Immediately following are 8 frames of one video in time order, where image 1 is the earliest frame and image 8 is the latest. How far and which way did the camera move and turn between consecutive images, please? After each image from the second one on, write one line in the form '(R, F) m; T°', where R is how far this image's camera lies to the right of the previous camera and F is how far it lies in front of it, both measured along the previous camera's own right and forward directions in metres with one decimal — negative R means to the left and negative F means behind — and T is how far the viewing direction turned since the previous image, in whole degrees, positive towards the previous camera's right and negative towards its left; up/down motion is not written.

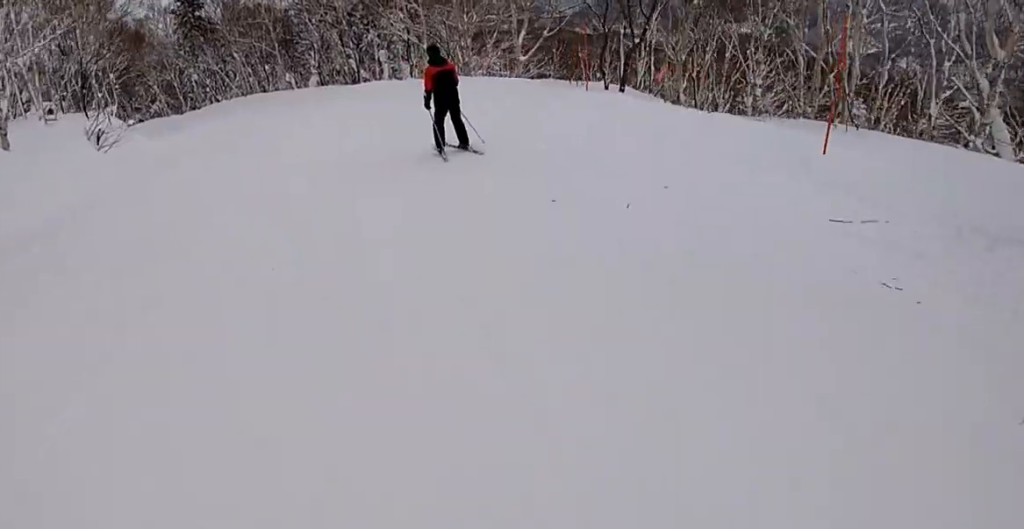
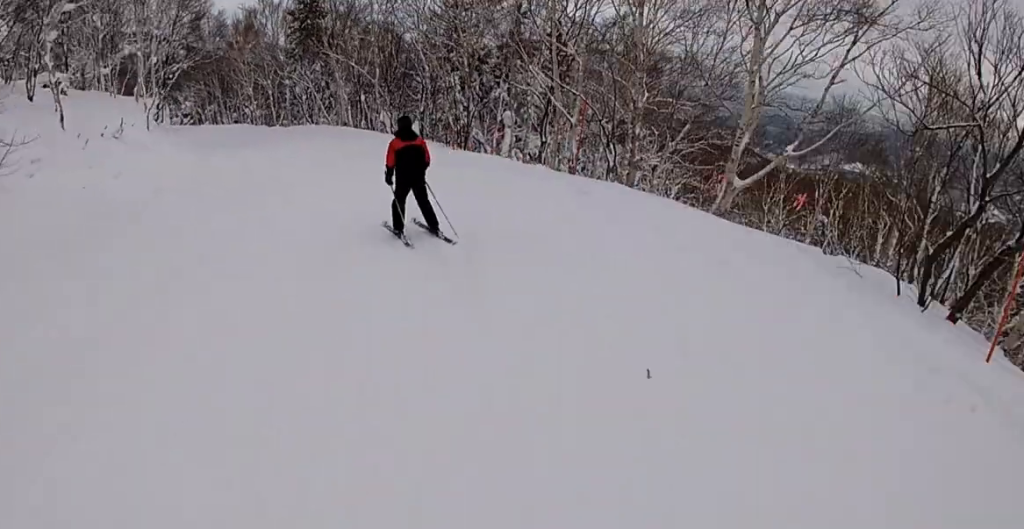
(+0.3, +9.5) m; +2°
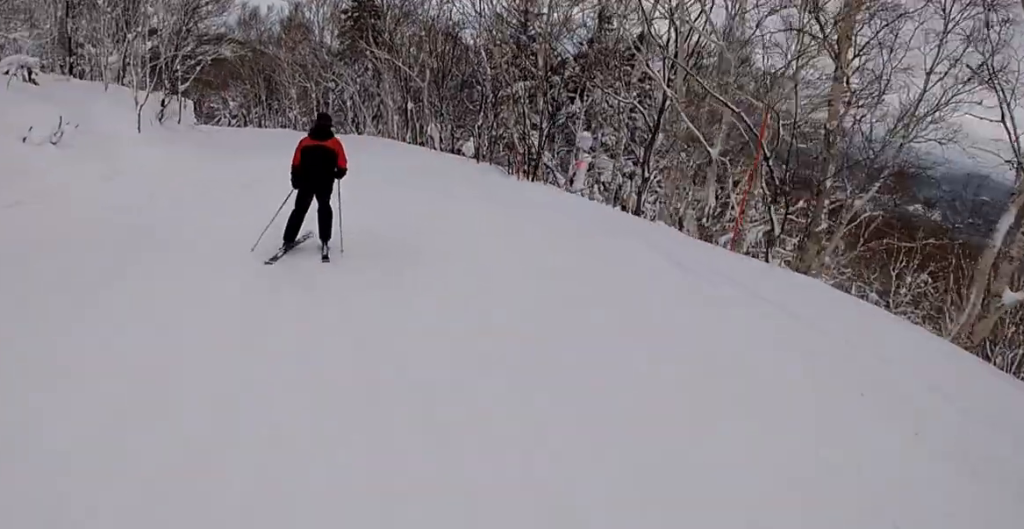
(-0.2, +5.6) m; -4°
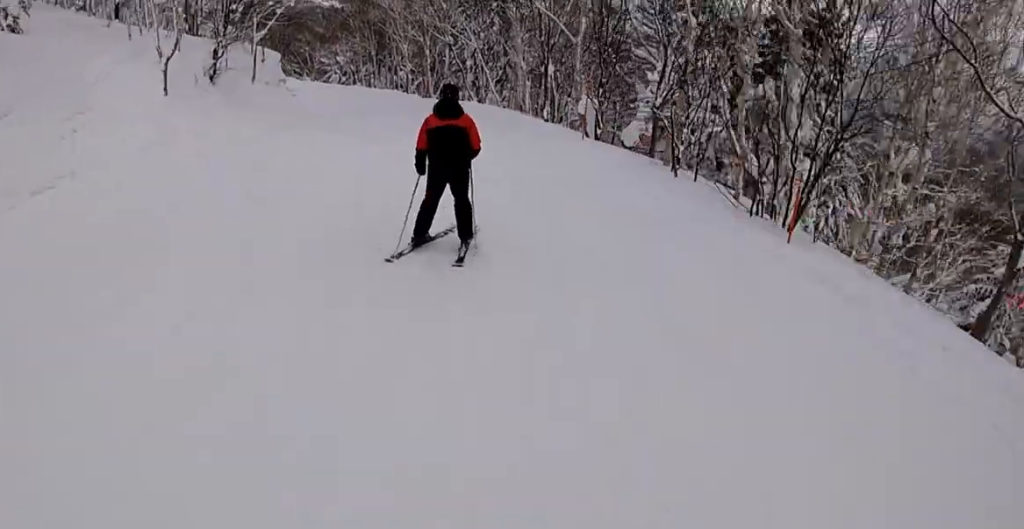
(-0.7, +7.2) m; -12°
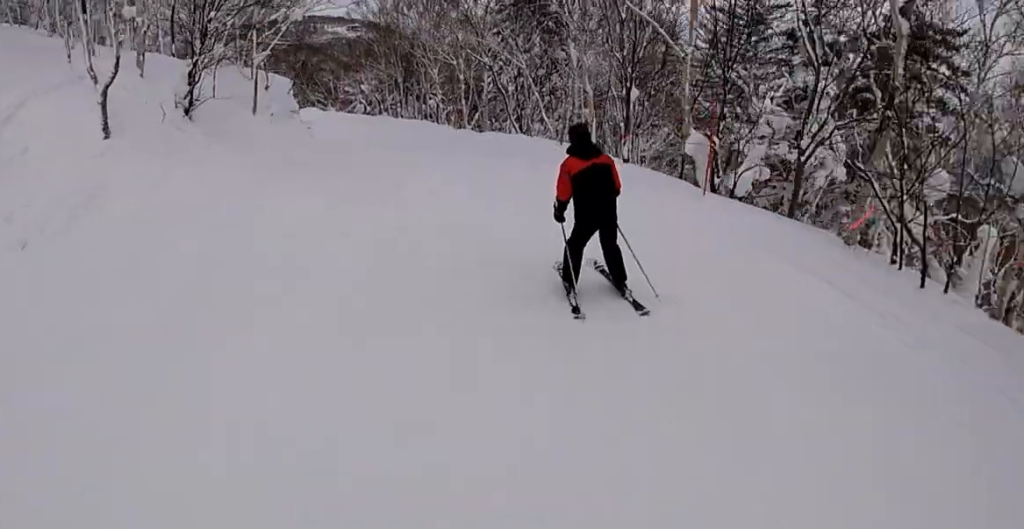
(+0.2, +4.9) m; -11°
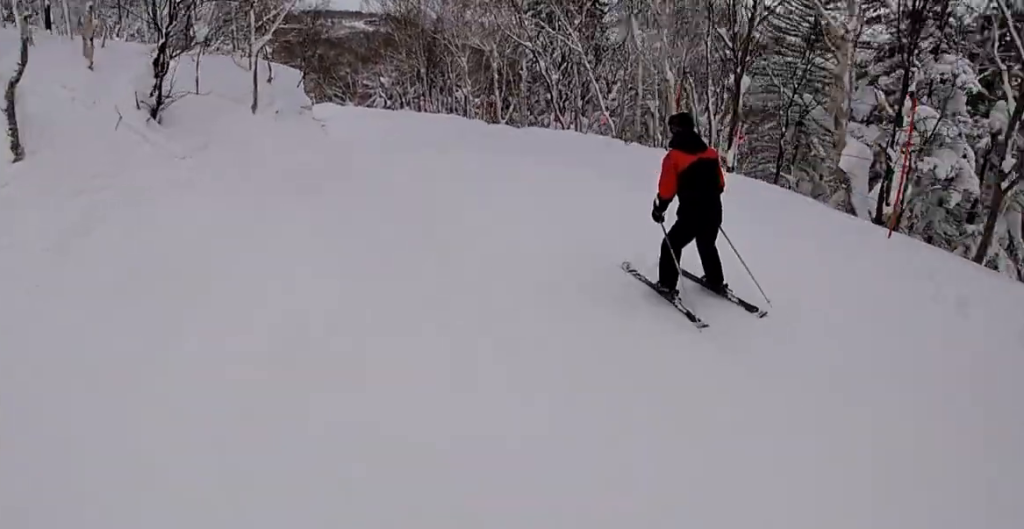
(-0.7, +3.6) m; -6°
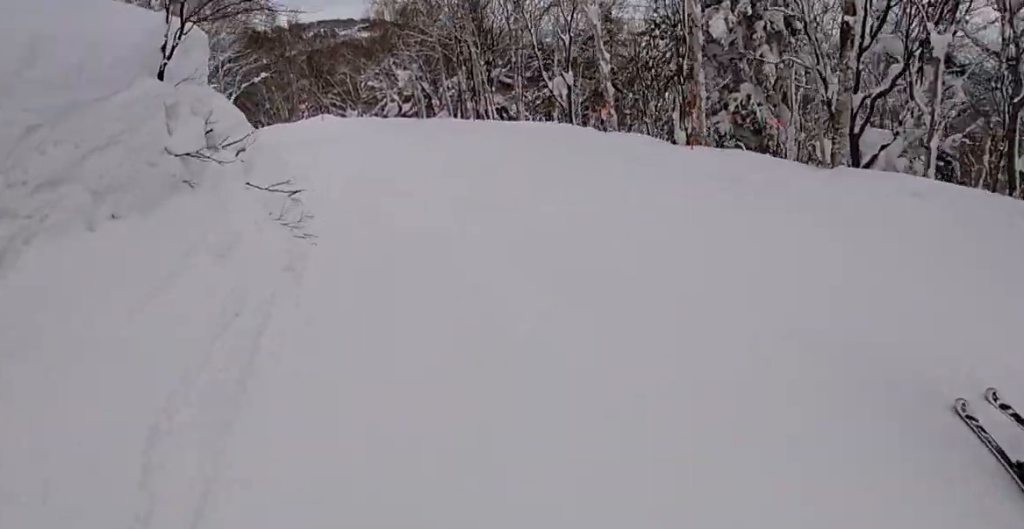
(-2.2, +17.3) m; -3°
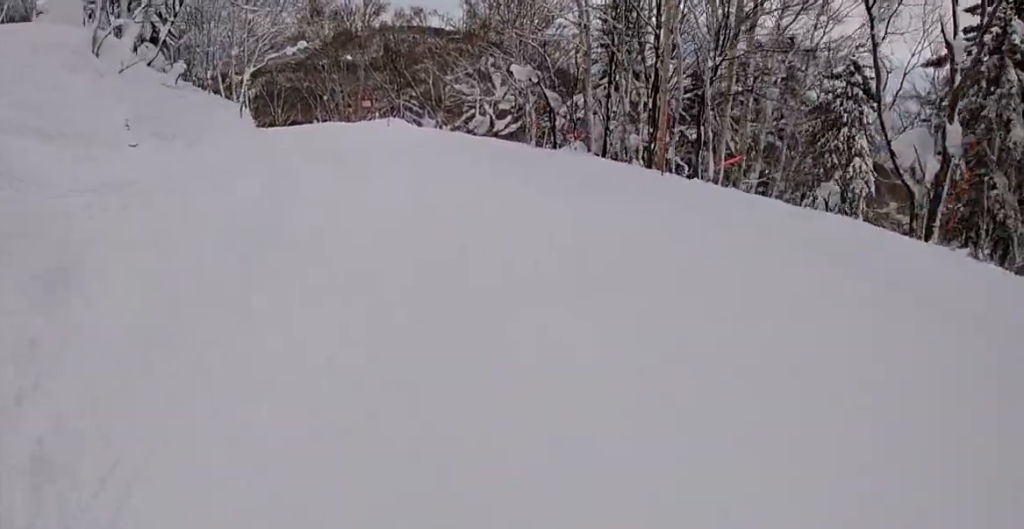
(+0.1, +12.3) m; -3°
